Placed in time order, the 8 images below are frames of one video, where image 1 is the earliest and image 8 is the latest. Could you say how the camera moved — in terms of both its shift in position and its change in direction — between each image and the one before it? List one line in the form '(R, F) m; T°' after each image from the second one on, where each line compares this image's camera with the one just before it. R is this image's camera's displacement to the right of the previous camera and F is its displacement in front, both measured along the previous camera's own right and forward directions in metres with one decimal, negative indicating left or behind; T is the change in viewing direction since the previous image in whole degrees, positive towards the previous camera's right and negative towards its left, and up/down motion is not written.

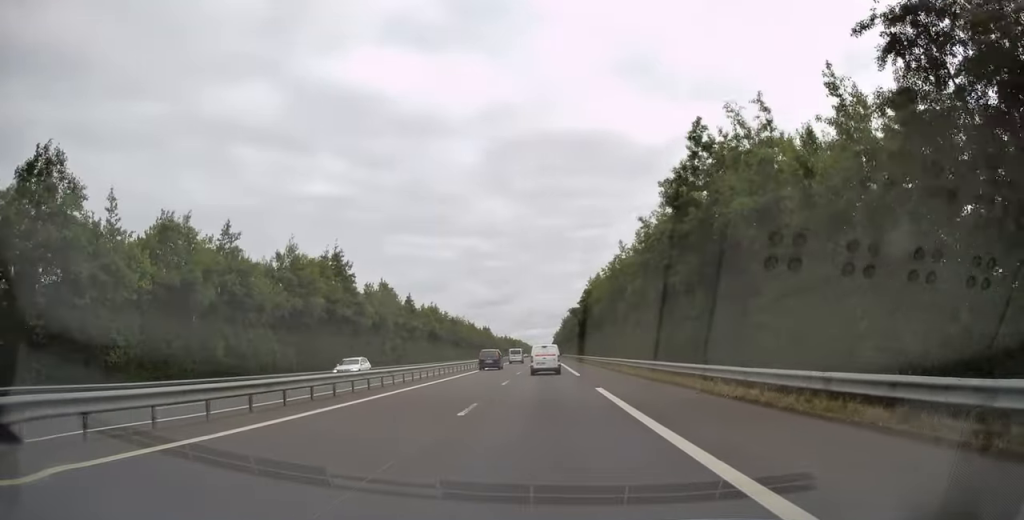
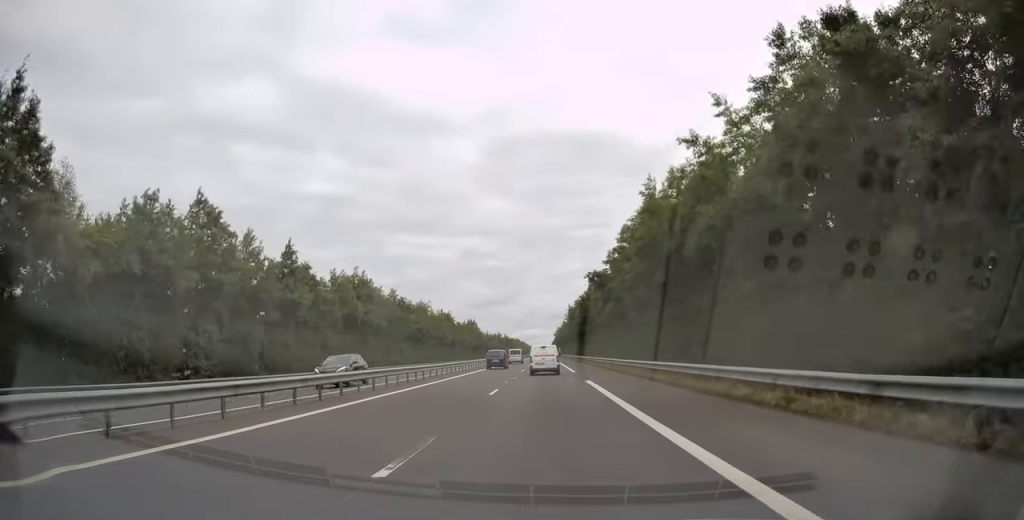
(0.0, +45.4) m; 0°
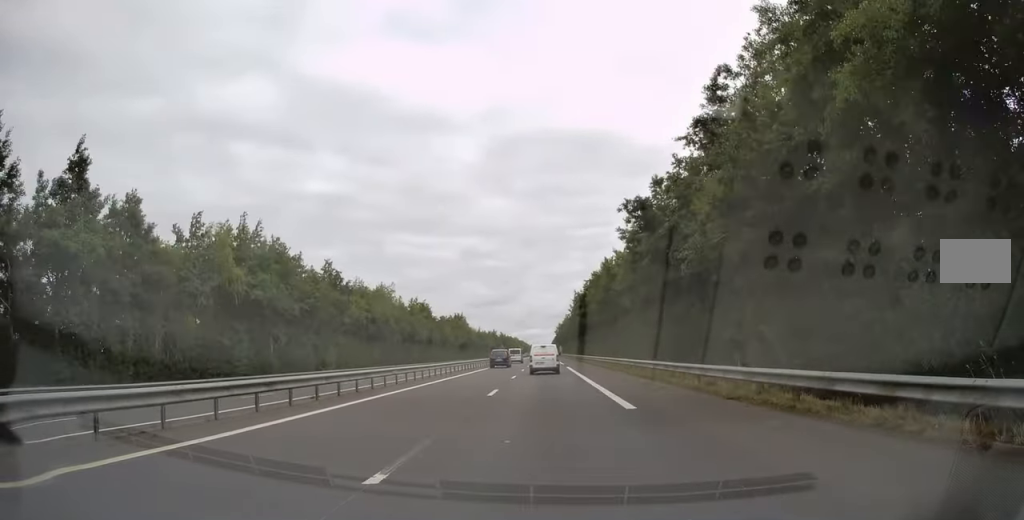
(+0.1, +26.3) m; 0°
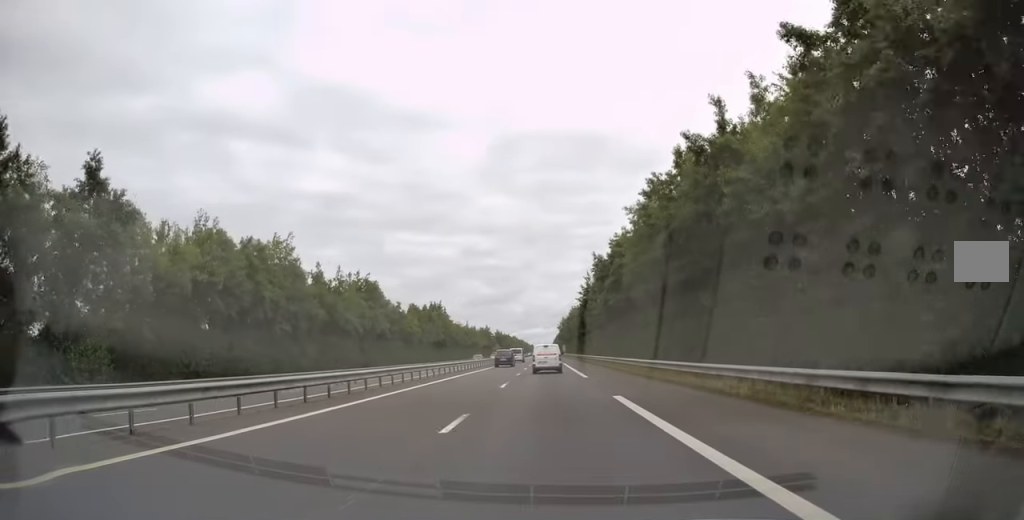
(0.0, +35.0) m; 0°
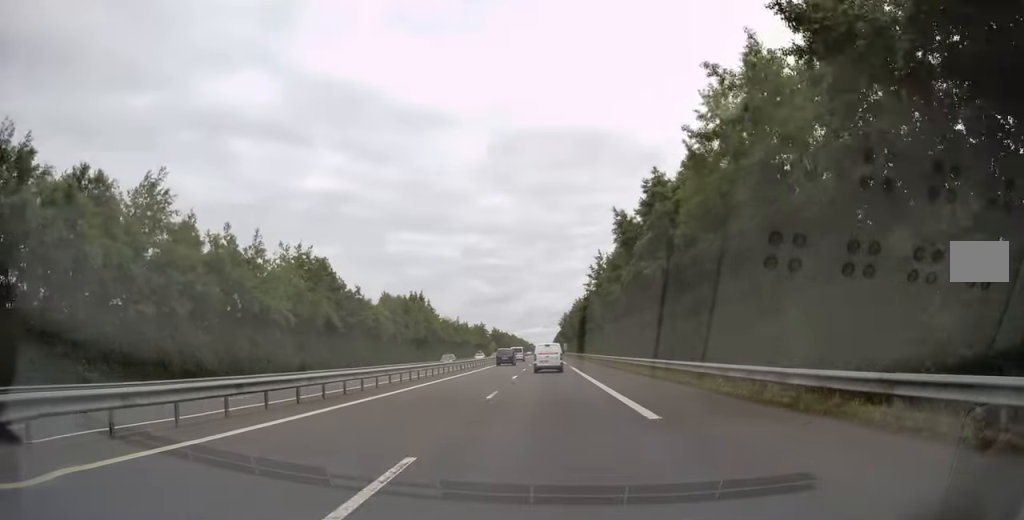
(0.0, +18.6) m; 0°
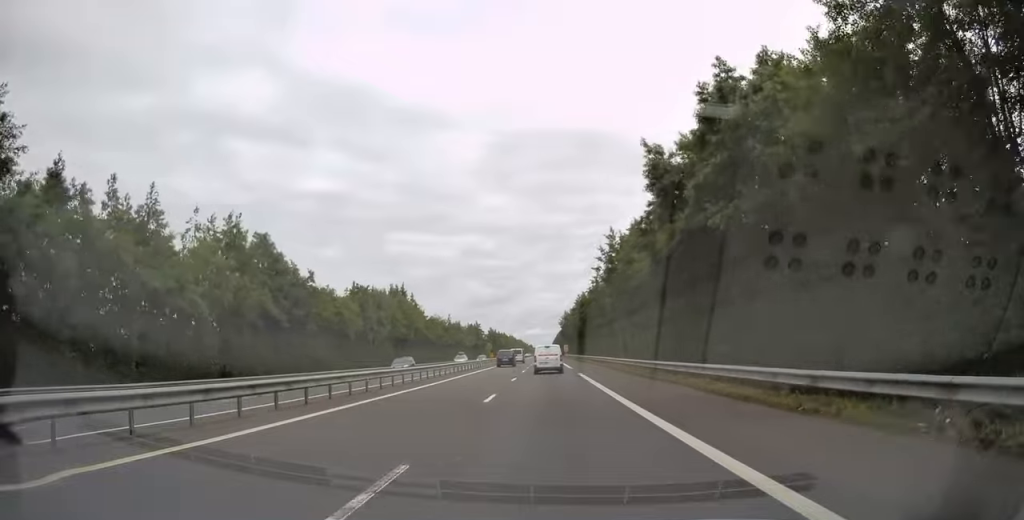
(0.0, +13.4) m; 0°
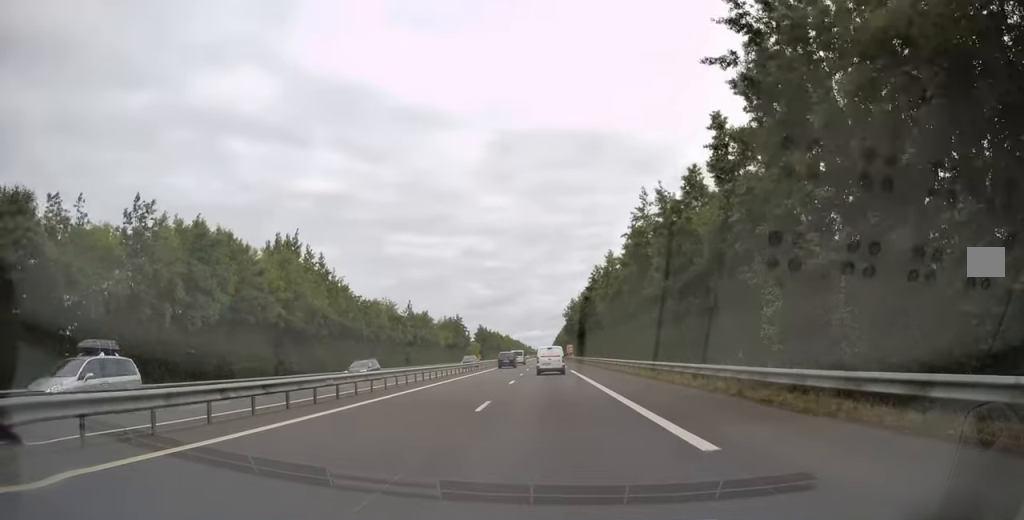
(0.0, +41.4) m; 0°
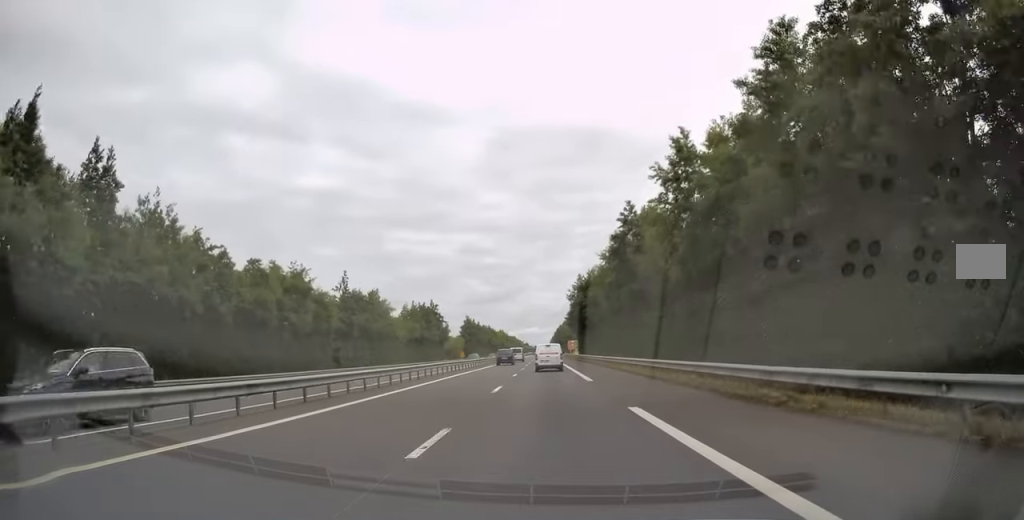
(0.0, +32.5) m; 0°
